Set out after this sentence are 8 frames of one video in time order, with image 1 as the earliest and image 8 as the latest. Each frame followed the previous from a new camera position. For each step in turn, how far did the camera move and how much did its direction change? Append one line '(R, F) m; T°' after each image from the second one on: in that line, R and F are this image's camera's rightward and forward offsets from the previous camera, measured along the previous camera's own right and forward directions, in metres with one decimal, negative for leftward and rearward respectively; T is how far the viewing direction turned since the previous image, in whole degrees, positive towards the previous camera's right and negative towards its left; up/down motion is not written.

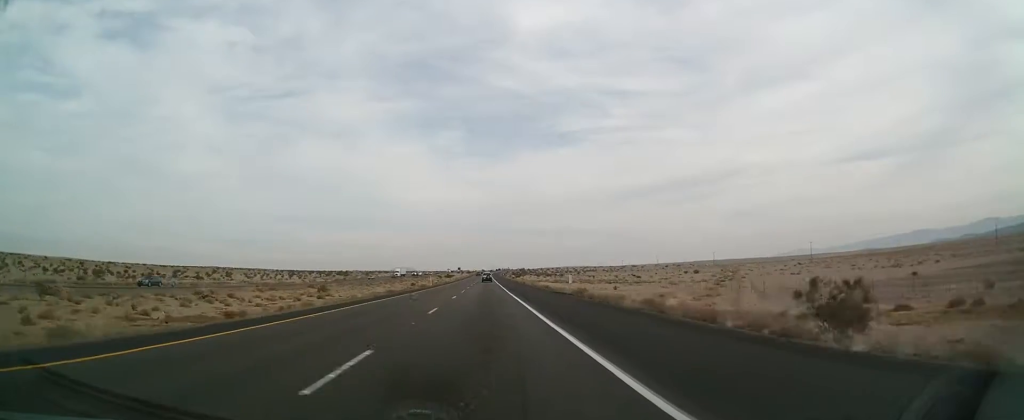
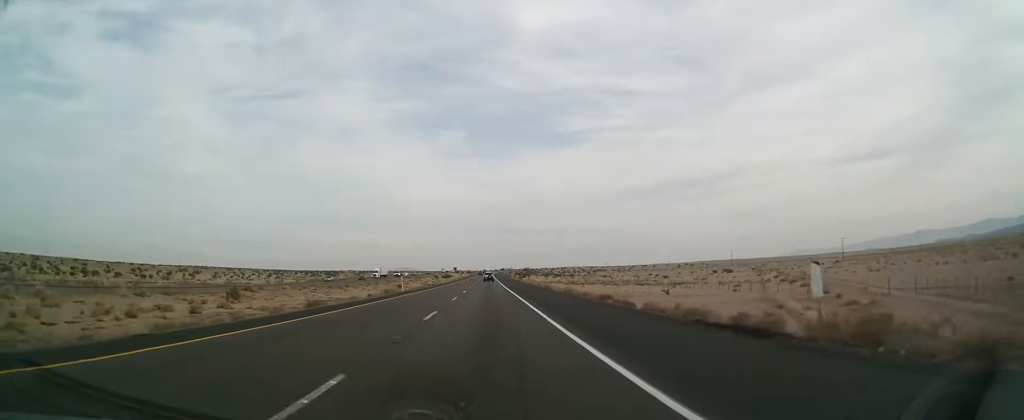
(-0.5, +31.9) m; 0°
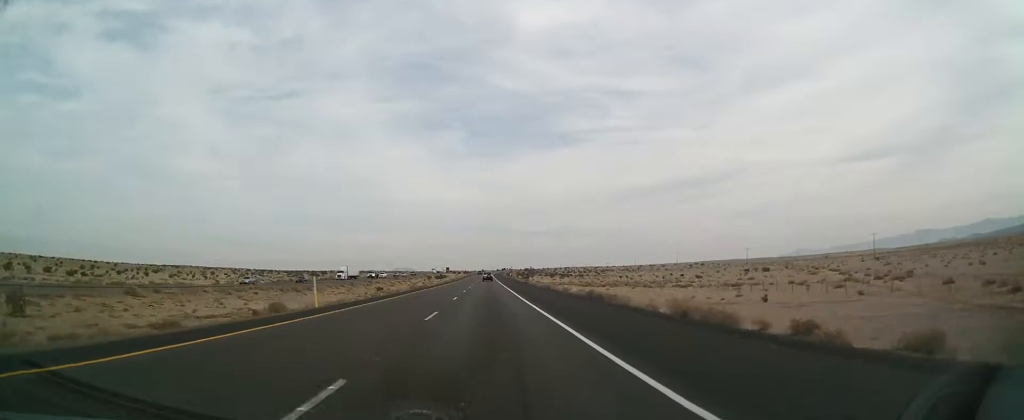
(+0.4, +29.6) m; 0°
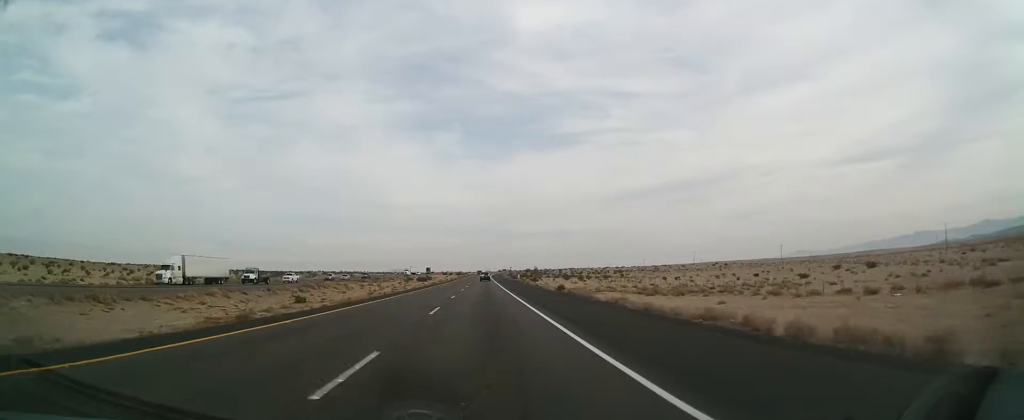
(-0.4, +55.5) m; 0°
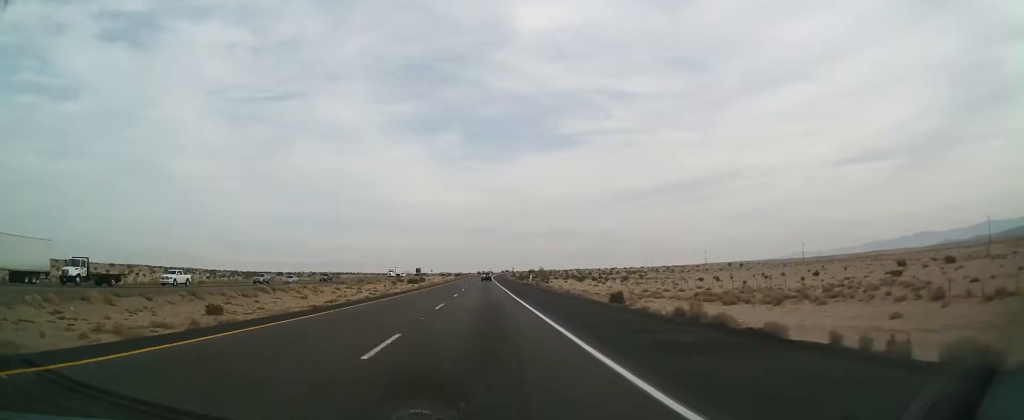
(+0.1, +25.9) m; 0°
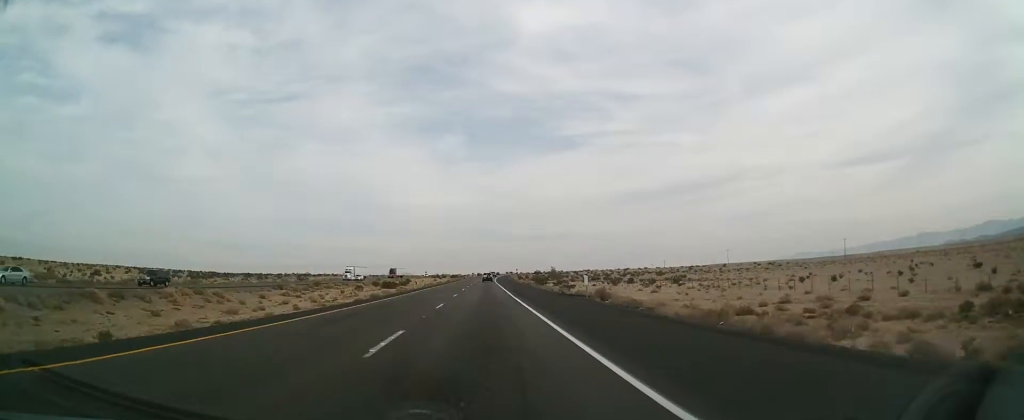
(+0.1, +42.7) m; 0°
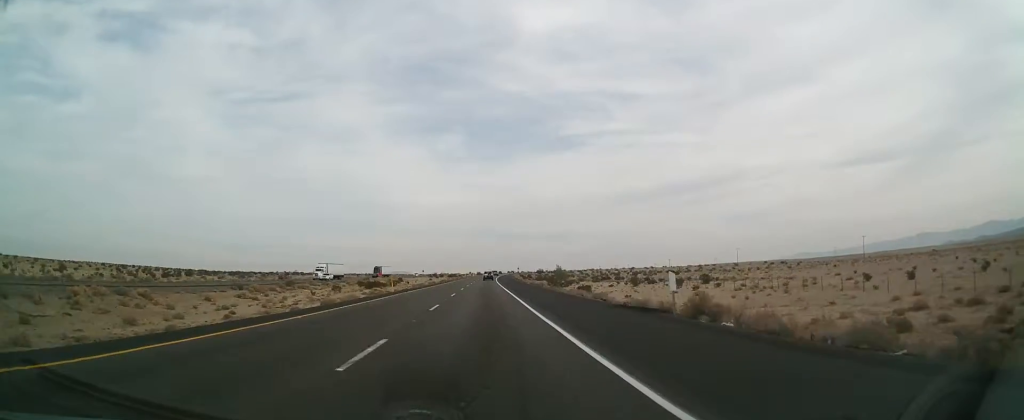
(0.0, +16.8) m; 0°
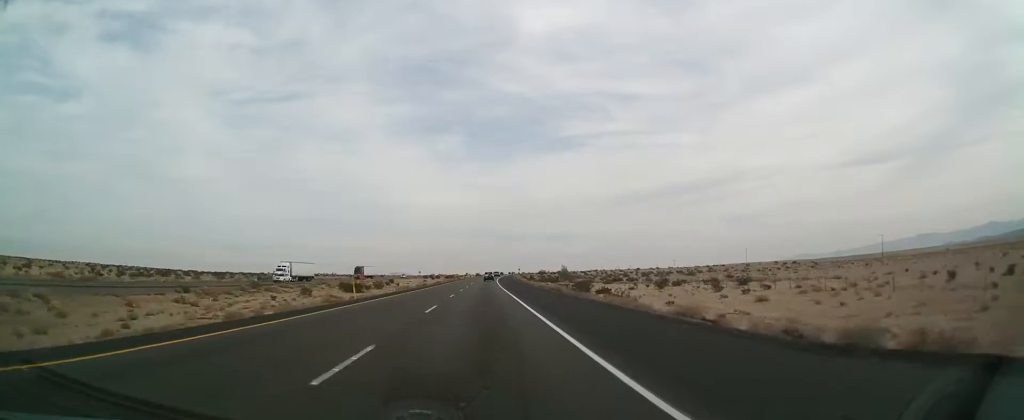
(-0.1, +15.6) m; 0°
